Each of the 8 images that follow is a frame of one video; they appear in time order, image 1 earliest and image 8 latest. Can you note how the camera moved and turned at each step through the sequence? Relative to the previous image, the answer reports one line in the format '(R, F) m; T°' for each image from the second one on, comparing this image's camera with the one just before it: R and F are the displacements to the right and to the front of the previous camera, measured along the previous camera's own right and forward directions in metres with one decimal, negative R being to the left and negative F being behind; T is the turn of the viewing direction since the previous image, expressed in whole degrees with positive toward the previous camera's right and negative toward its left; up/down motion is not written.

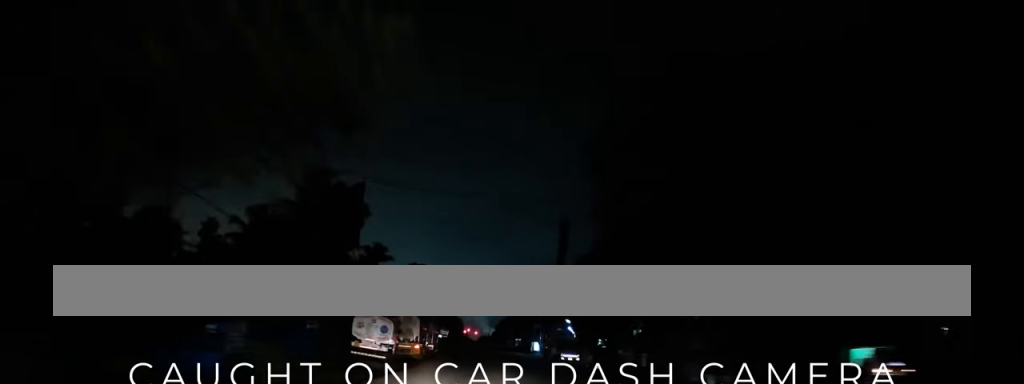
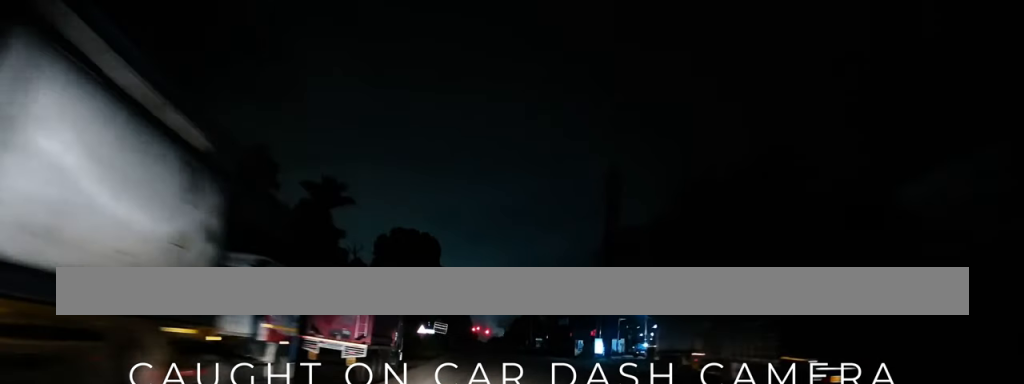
(-0.1, +38.7) m; 0°
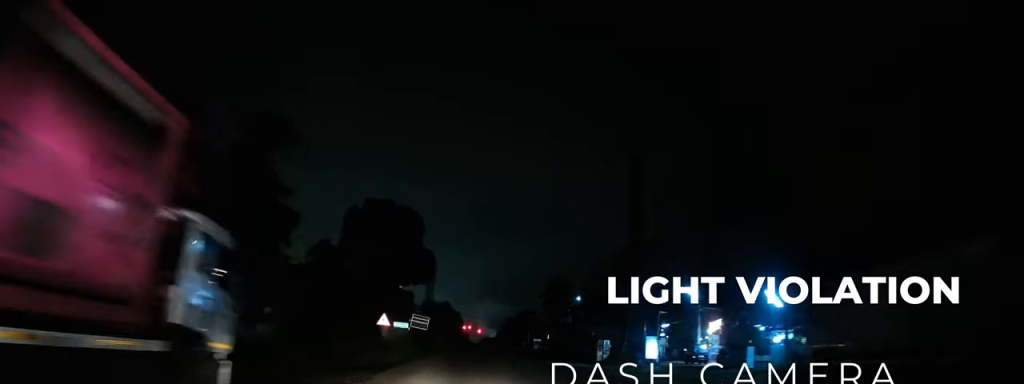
(0.0, +16.2) m; 0°
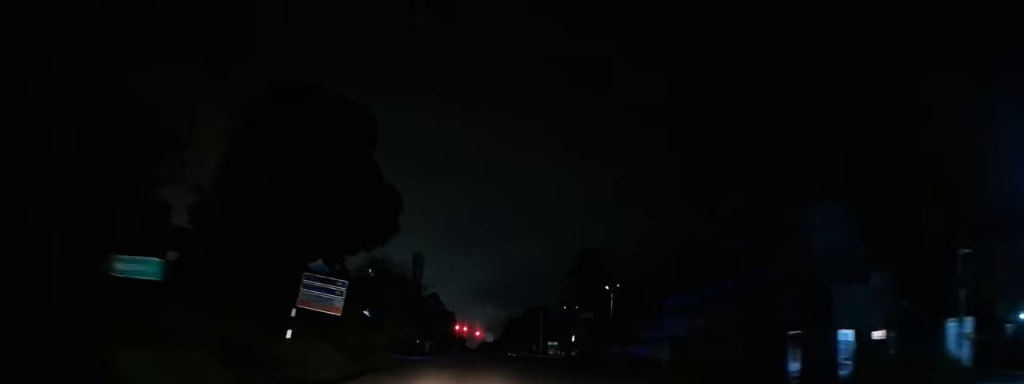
(+0.5, +27.8) m; +2°
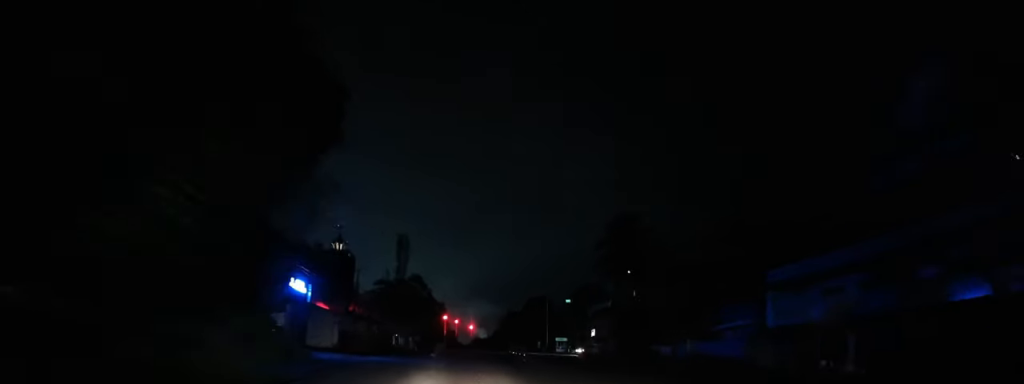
(+0.2, +14.6) m; 0°
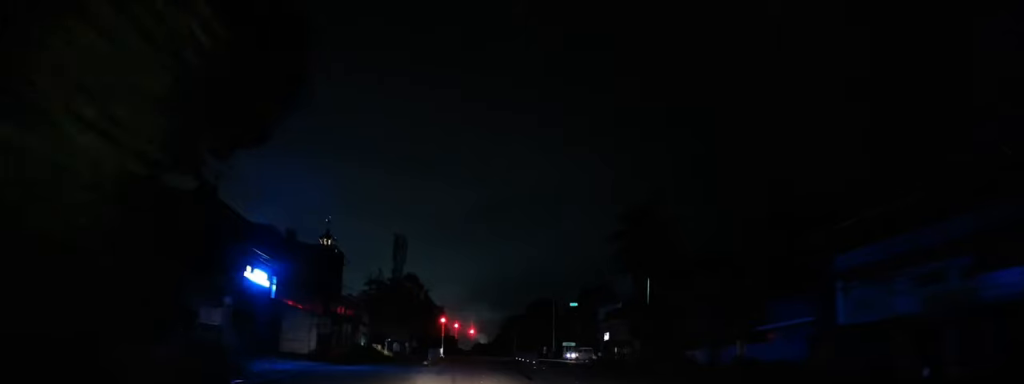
(-0.2, +8.7) m; 0°
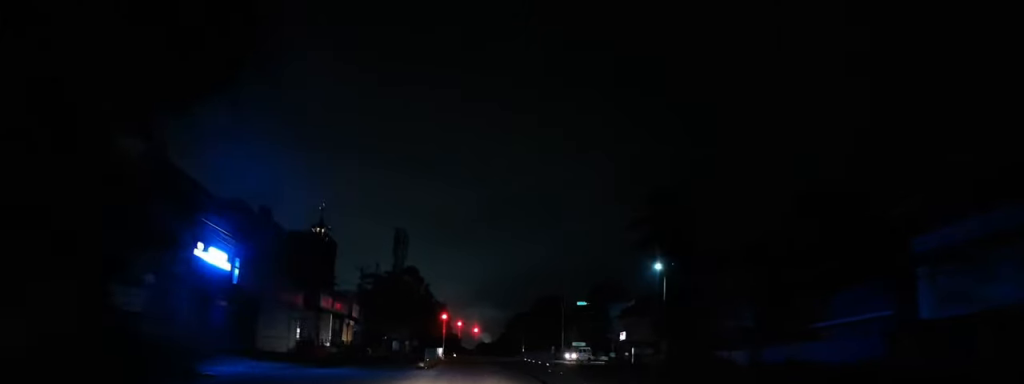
(-0.1, +8.0) m; 0°
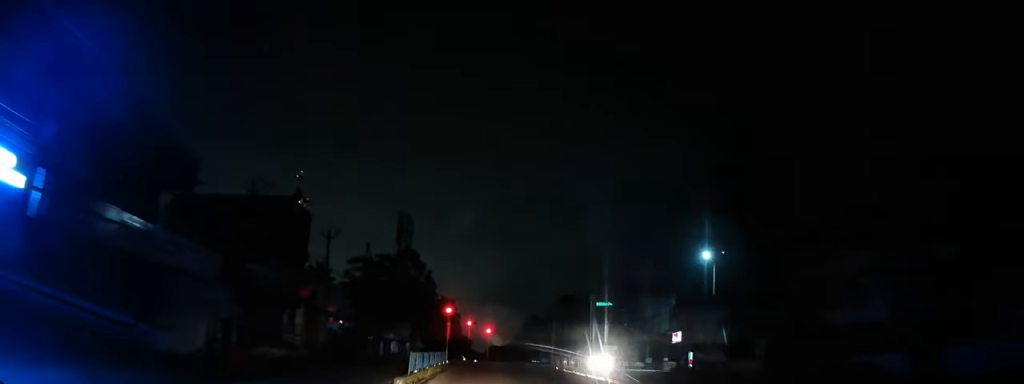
(+0.3, +17.8) m; +1°
